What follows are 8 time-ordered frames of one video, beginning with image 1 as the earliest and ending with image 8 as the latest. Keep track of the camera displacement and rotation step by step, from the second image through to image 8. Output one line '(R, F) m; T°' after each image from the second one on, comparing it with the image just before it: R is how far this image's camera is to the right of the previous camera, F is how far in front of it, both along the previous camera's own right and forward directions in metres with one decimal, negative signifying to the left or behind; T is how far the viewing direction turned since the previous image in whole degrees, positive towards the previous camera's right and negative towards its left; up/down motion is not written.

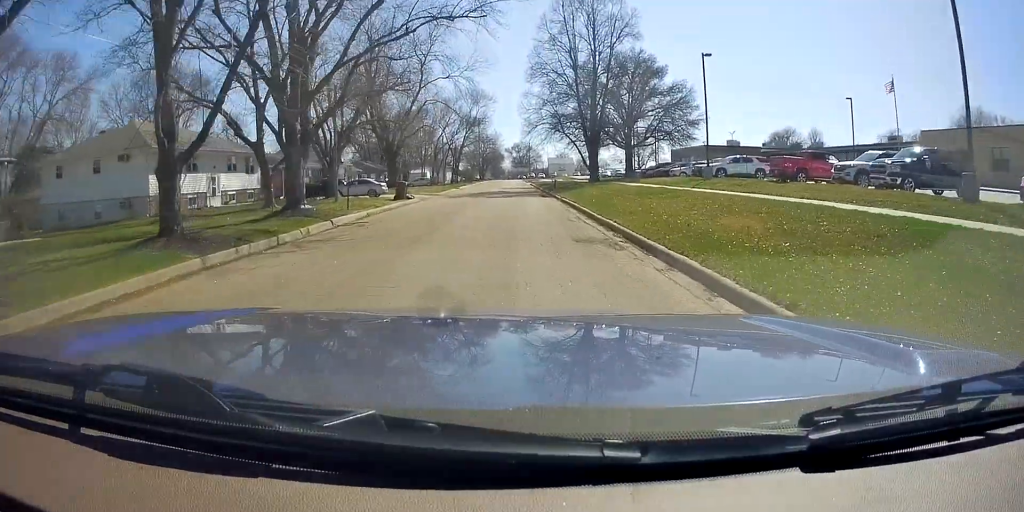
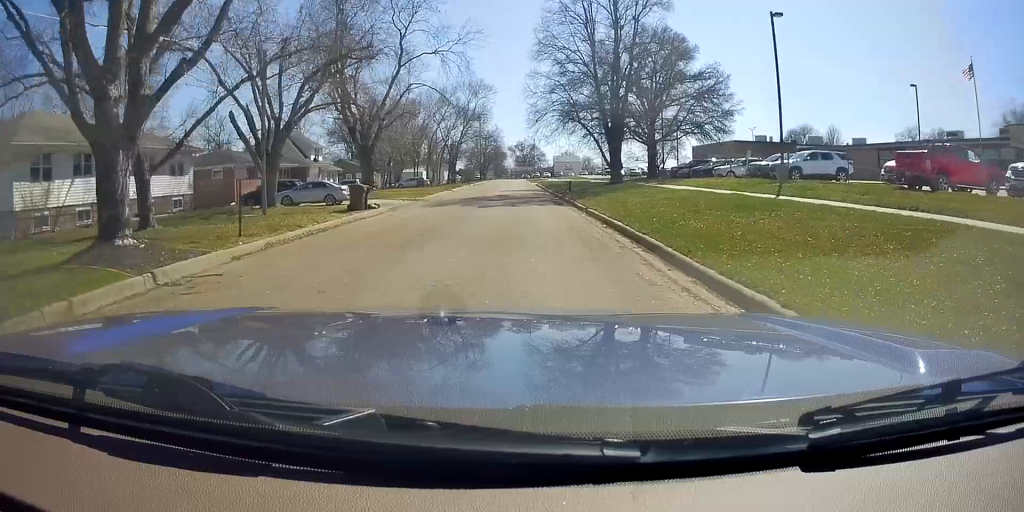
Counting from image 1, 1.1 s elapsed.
(-0.4, +11.4) m; -3°
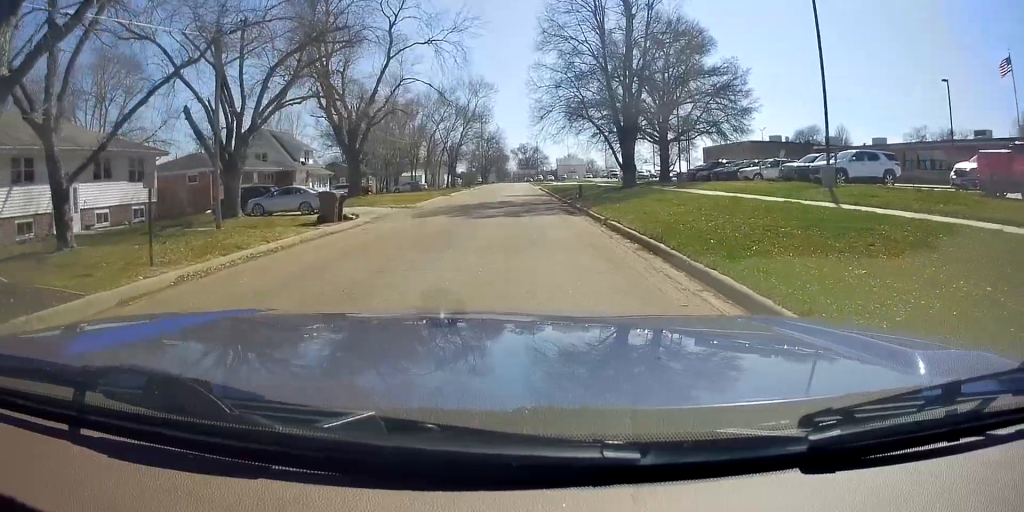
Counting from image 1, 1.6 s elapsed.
(-0.4, +4.5) m; 0°
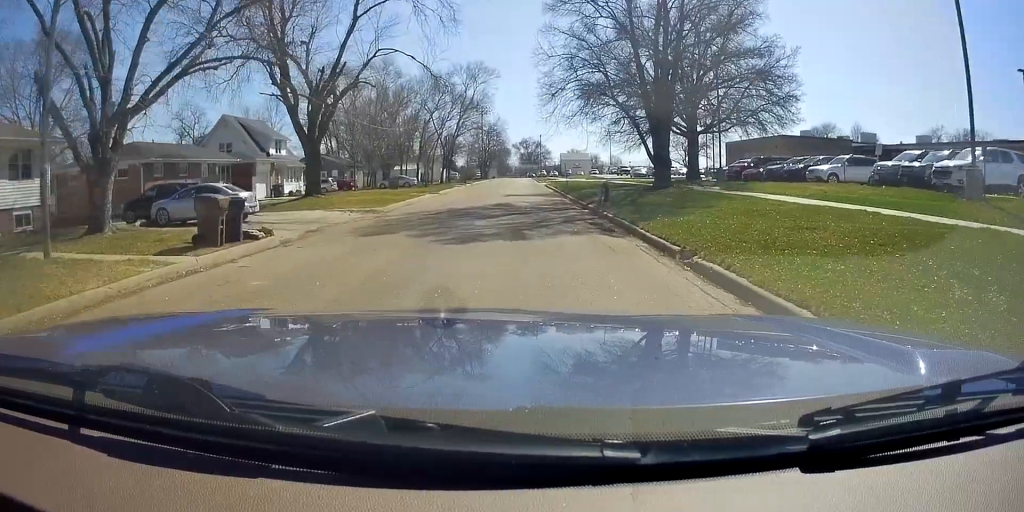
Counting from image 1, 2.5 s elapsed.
(+0.5, +9.6) m; +4°
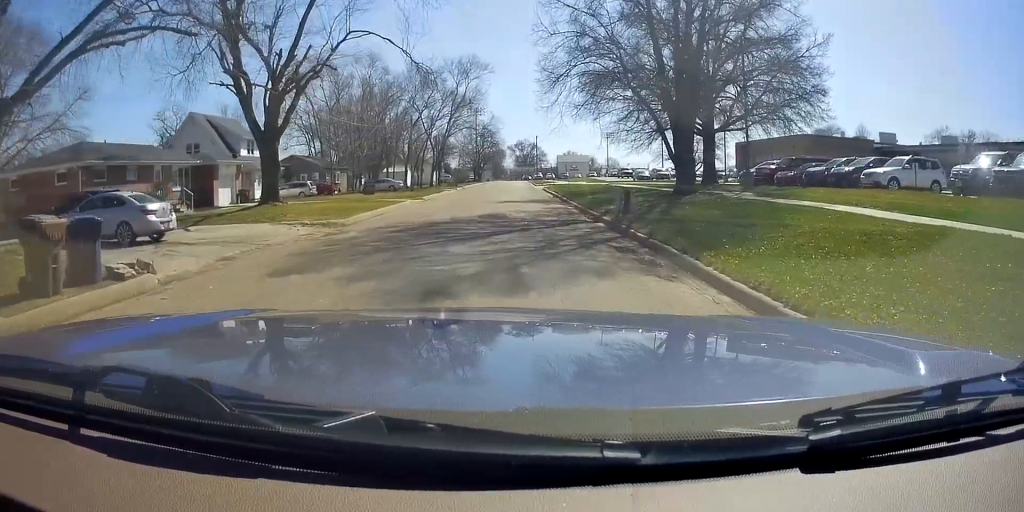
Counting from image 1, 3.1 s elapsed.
(+0.1, +5.9) m; +1°
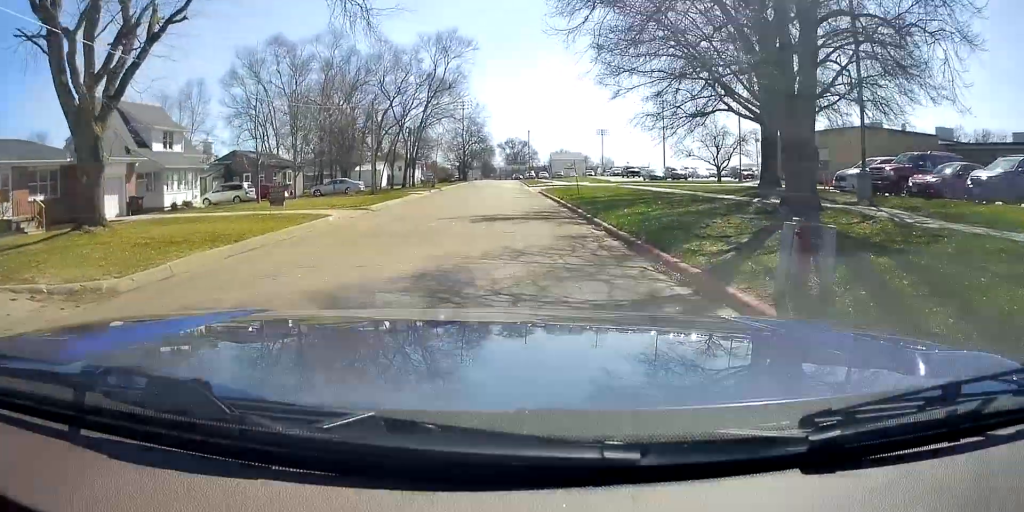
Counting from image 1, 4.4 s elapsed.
(0.0, +13.9) m; 0°
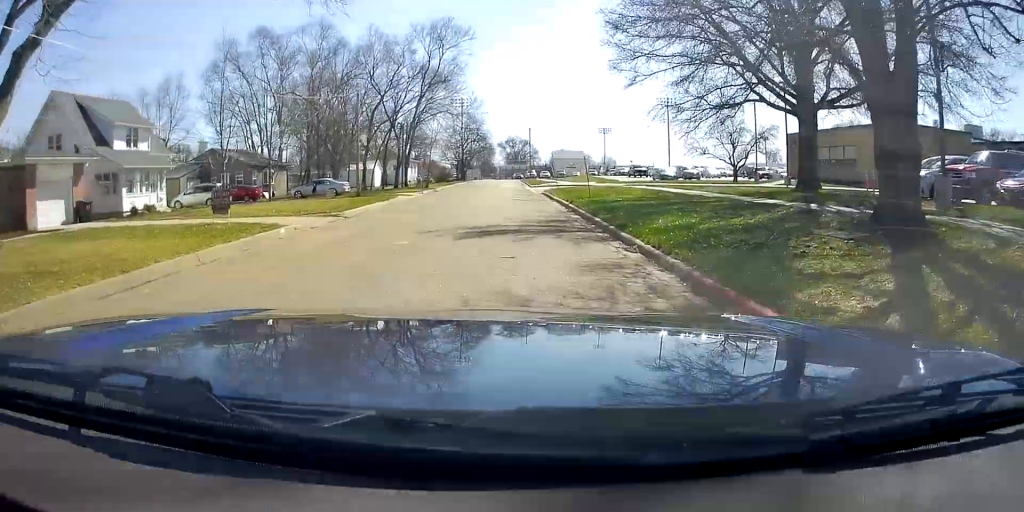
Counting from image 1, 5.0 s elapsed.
(0.0, +5.2) m; 0°
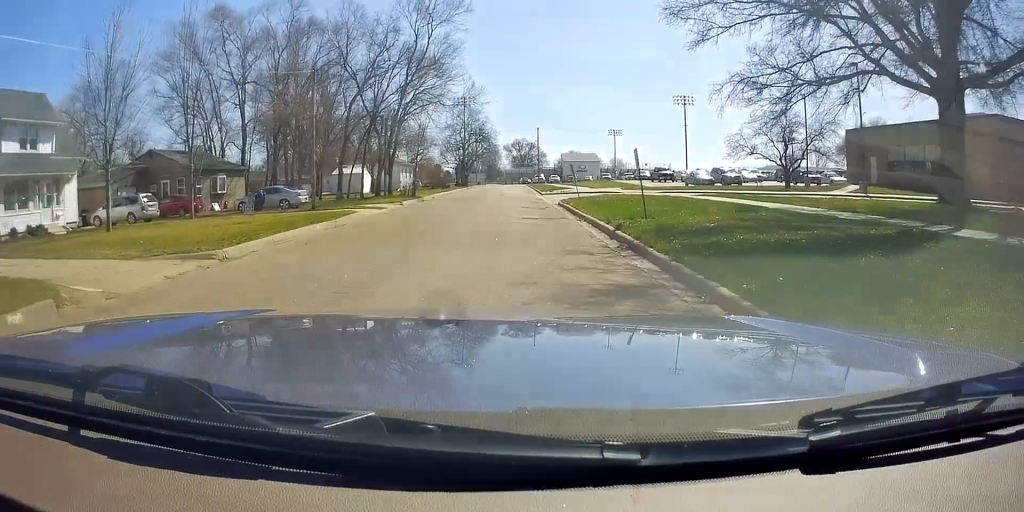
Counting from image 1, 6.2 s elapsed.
(0.0, +11.8) m; 0°
